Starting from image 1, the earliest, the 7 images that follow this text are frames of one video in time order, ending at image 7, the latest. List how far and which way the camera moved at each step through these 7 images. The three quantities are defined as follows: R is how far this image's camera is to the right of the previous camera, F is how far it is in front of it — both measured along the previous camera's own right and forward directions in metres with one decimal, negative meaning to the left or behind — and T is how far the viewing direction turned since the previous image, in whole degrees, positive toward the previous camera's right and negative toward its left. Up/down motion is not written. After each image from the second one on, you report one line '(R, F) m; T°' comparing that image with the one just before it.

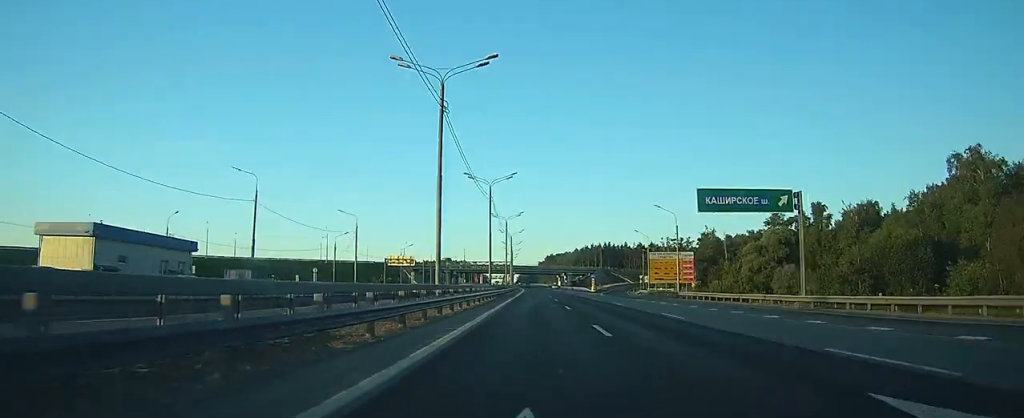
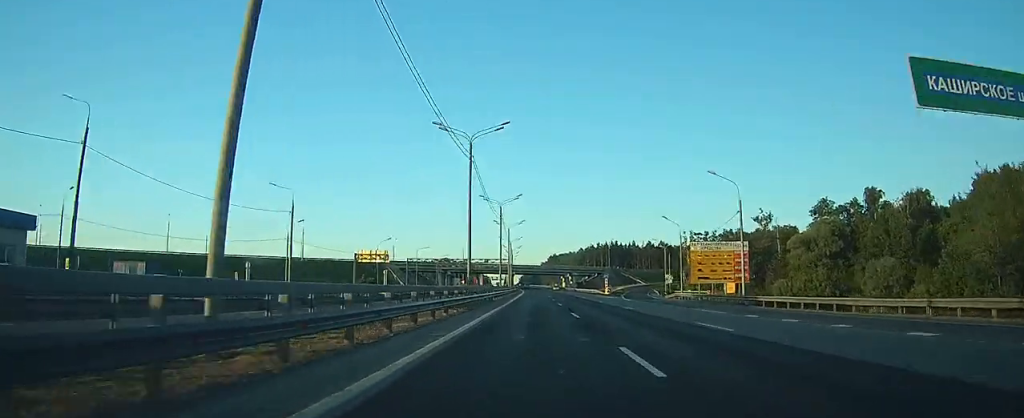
(0.0, +22.4) m; 0°
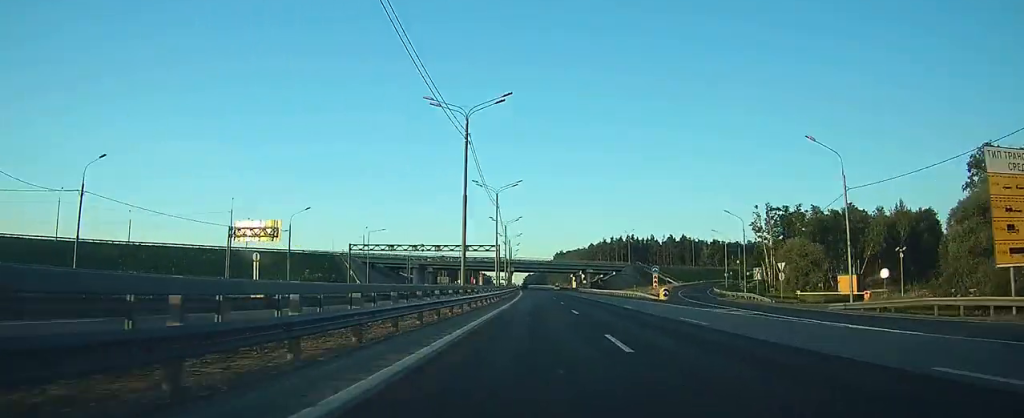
(-0.1, +45.1) m; 0°
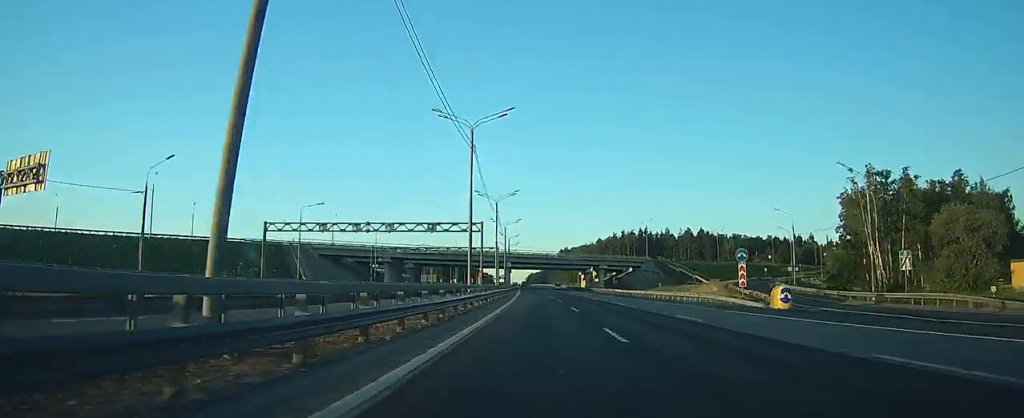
(-0.1, +30.5) m; 0°
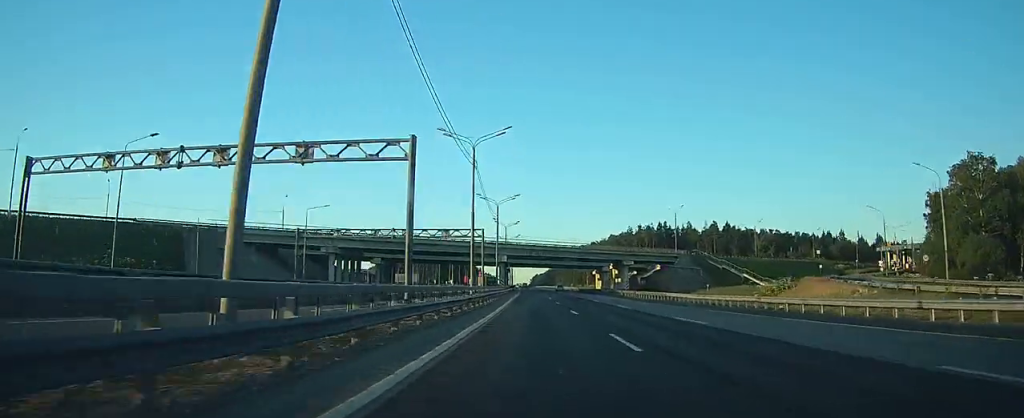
(-0.1, +33.8) m; 0°
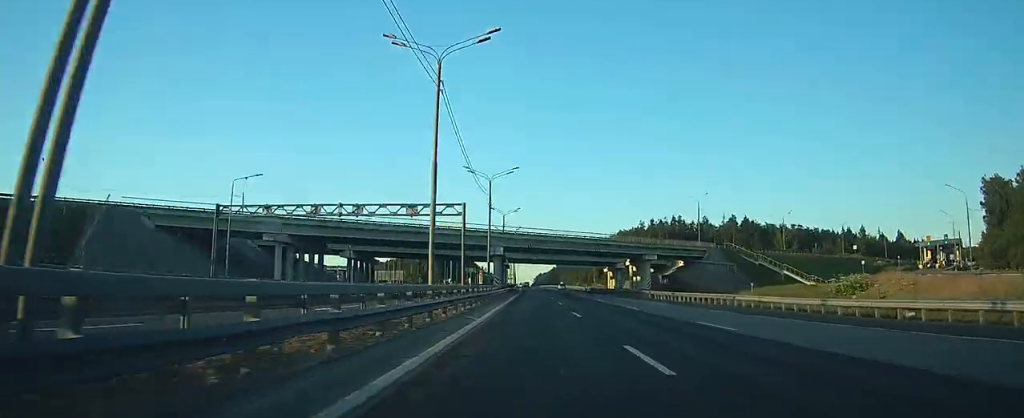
(0.0, +19.1) m; 0°
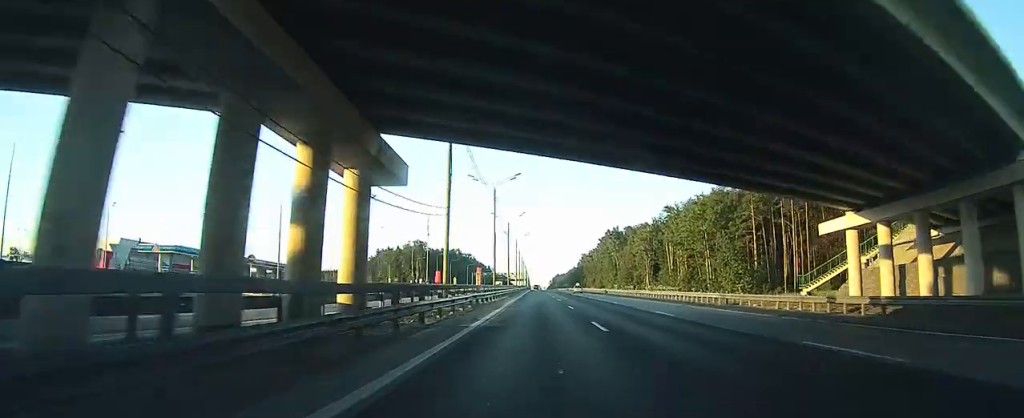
(-1.8, +103.6) m; -2°
